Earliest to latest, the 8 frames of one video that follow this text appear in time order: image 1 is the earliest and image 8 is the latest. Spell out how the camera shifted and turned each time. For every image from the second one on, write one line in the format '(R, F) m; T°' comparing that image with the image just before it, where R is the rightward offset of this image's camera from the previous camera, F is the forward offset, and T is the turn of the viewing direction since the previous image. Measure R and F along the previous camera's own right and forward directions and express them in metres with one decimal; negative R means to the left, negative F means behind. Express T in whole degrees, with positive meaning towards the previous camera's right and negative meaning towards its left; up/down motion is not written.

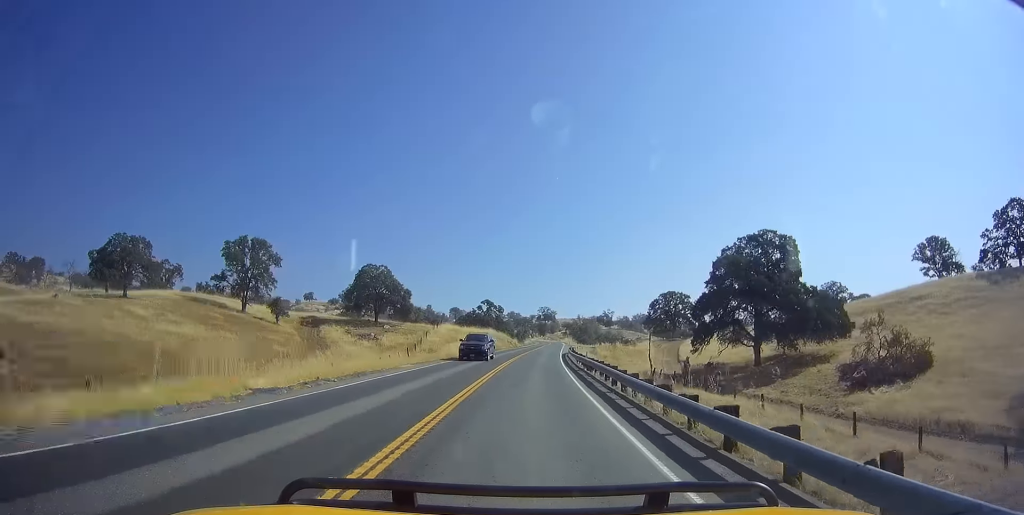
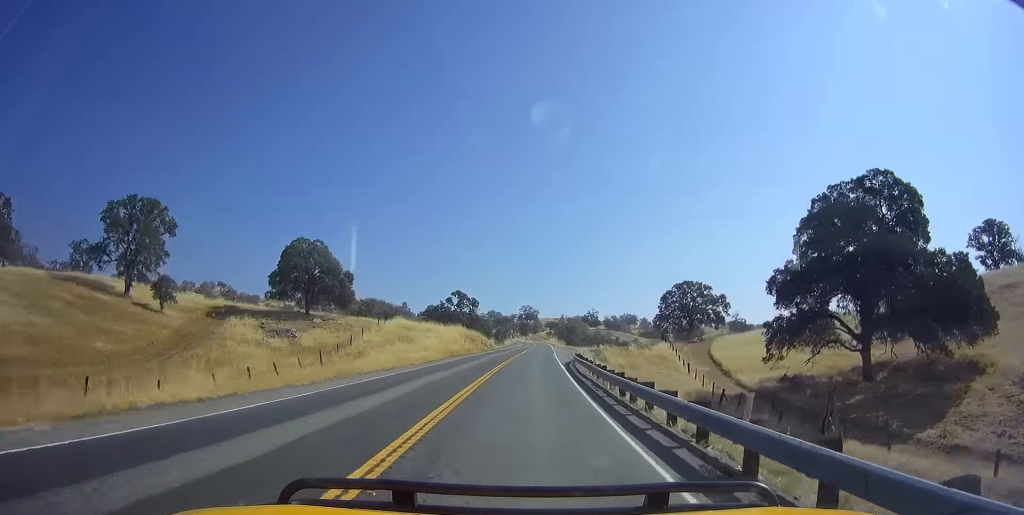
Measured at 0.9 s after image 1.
(+0.5, +21.8) m; +2°
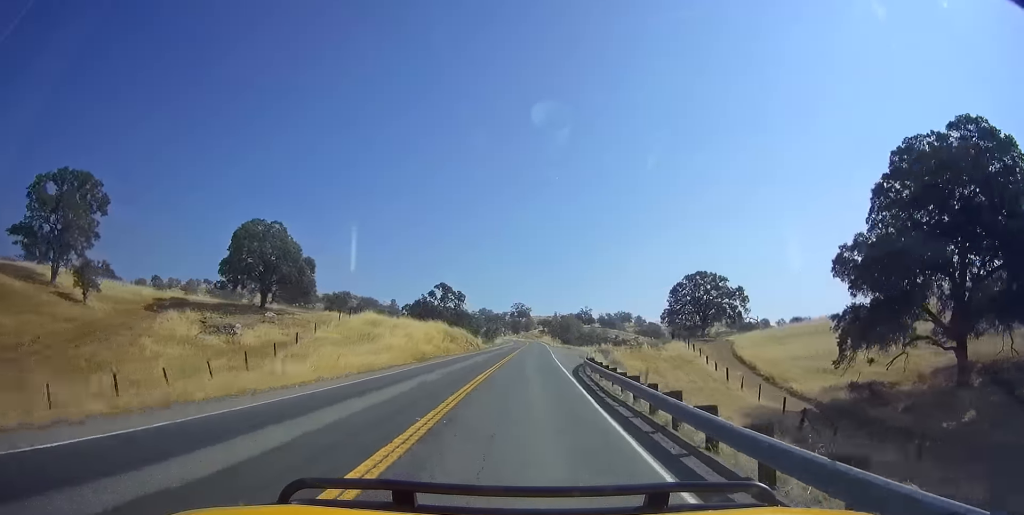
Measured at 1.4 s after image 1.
(+0.1, +10.1) m; +1°
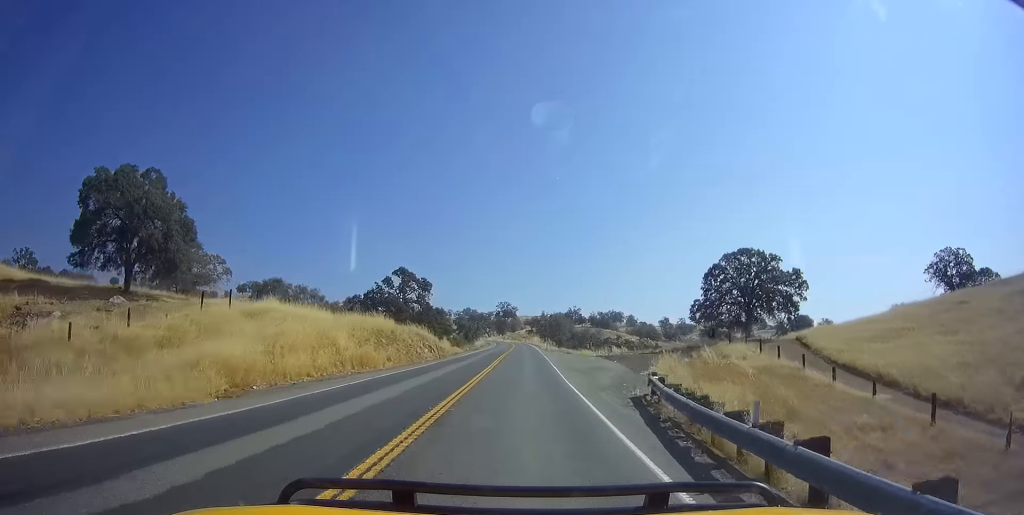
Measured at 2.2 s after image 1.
(+0.4, +20.3) m; +2°
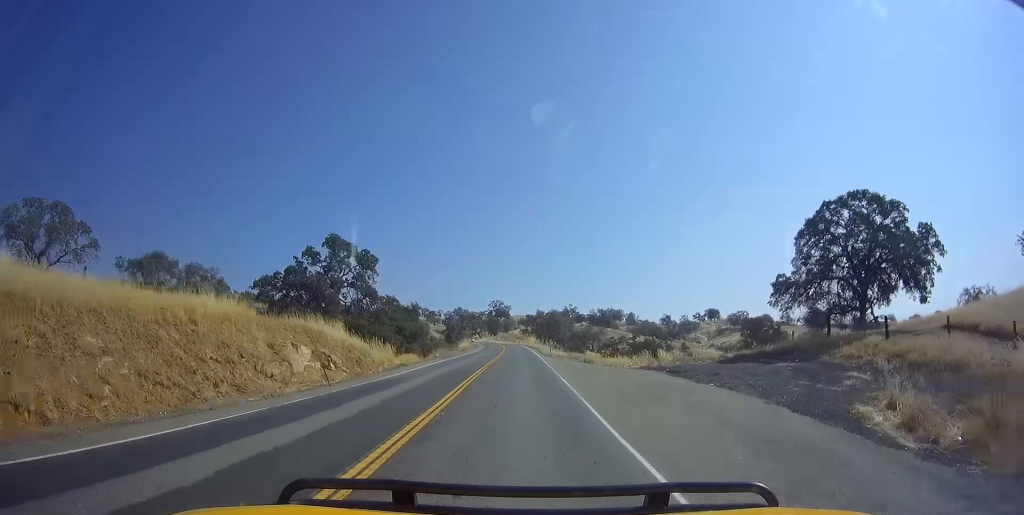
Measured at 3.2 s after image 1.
(+0.2, +22.5) m; +1°
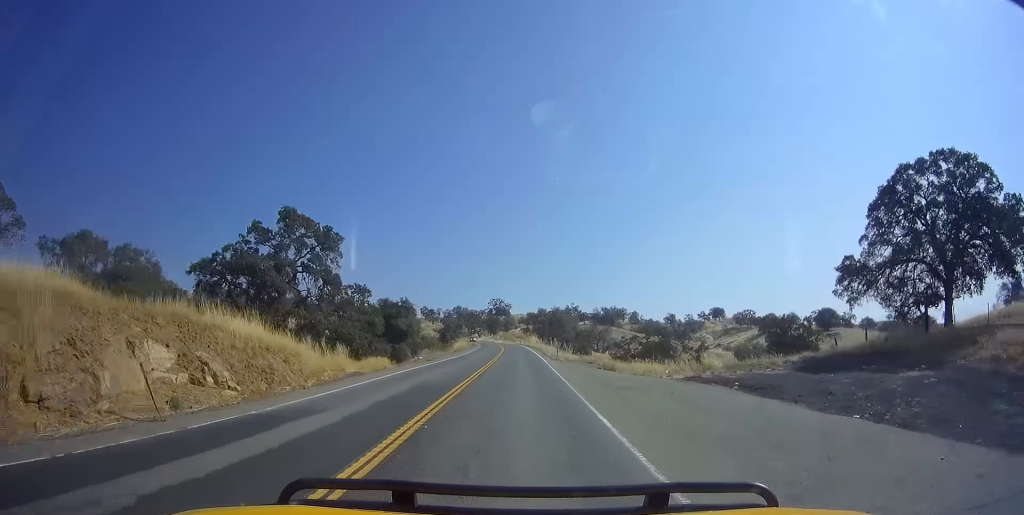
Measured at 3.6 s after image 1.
(+0.1, +9.2) m; 0°
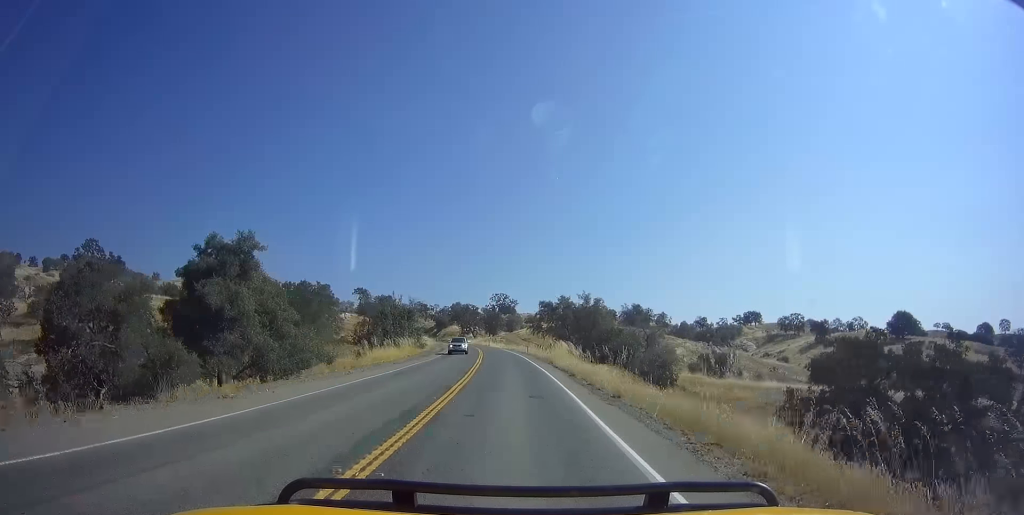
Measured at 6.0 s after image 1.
(-0.3, +54.5) m; 0°
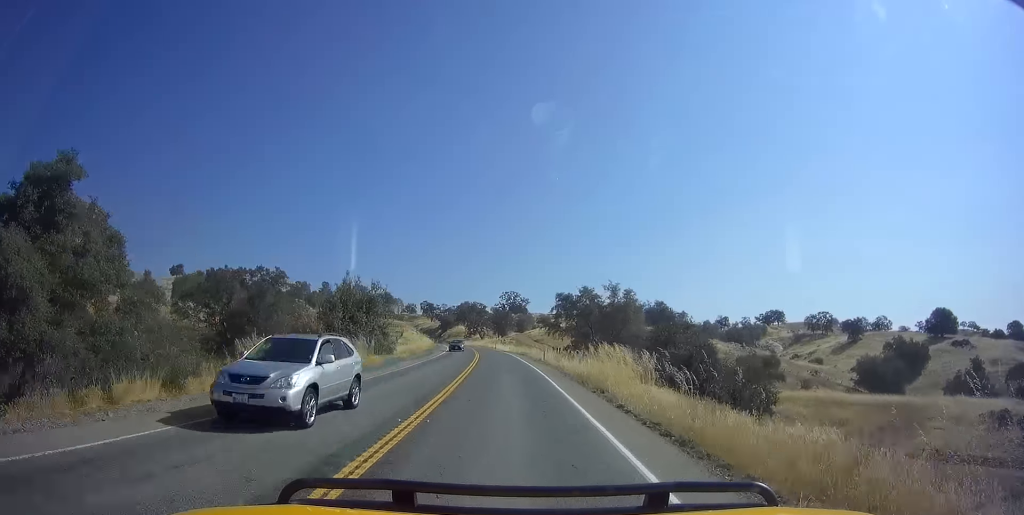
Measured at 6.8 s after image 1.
(-0.2, +18.0) m; -2°
